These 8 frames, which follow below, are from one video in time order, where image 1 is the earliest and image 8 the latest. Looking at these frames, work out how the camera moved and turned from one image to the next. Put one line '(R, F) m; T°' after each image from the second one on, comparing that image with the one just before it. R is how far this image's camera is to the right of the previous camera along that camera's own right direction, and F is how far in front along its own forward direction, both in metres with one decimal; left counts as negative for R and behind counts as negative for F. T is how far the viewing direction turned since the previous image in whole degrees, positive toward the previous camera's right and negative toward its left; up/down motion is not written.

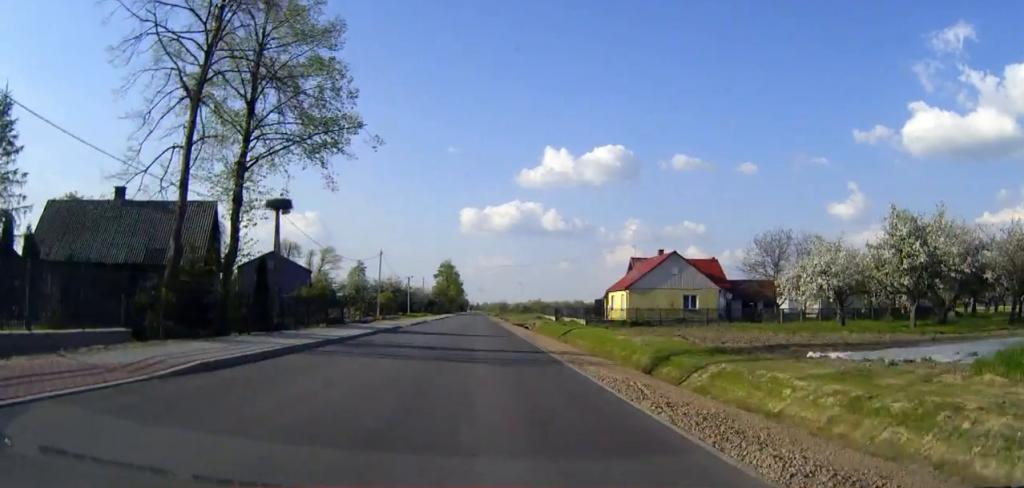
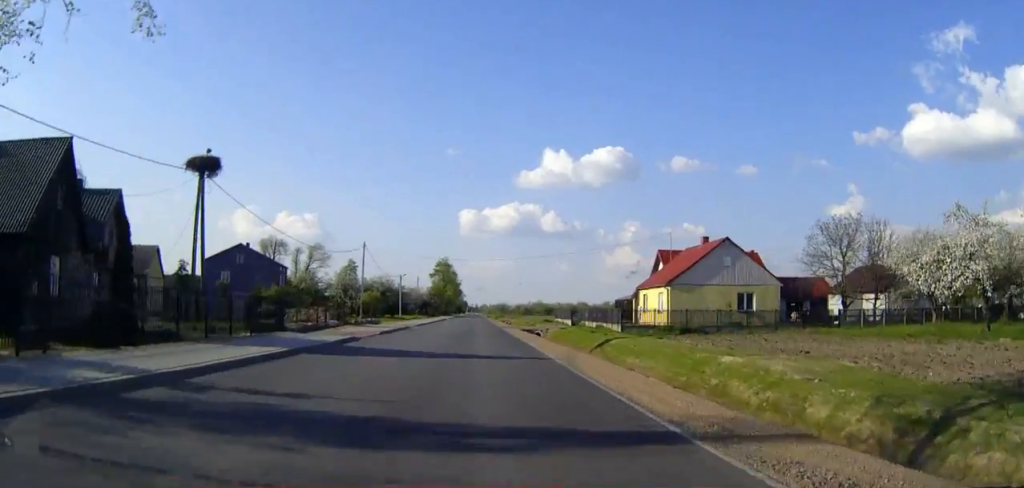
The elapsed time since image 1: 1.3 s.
(0.0, +15.0) m; 0°
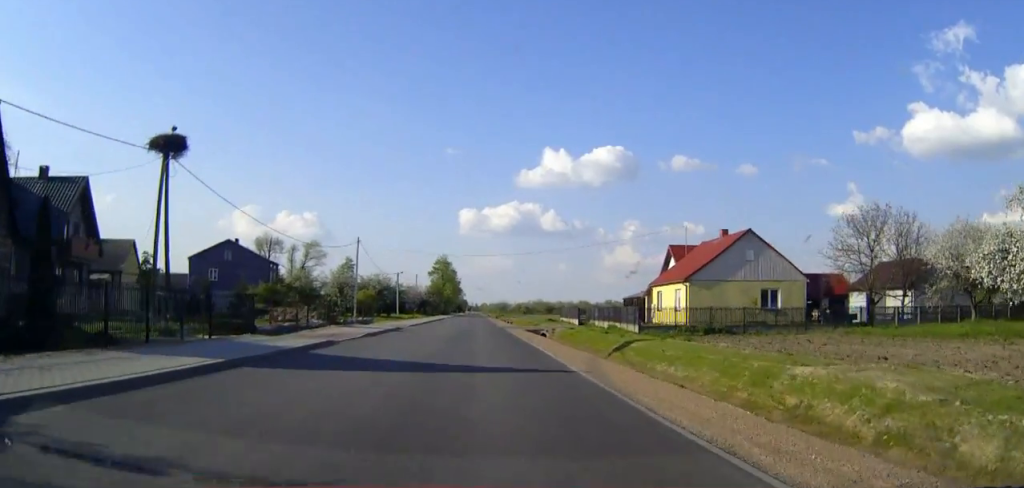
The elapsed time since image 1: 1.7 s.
(0.0, +4.8) m; 0°
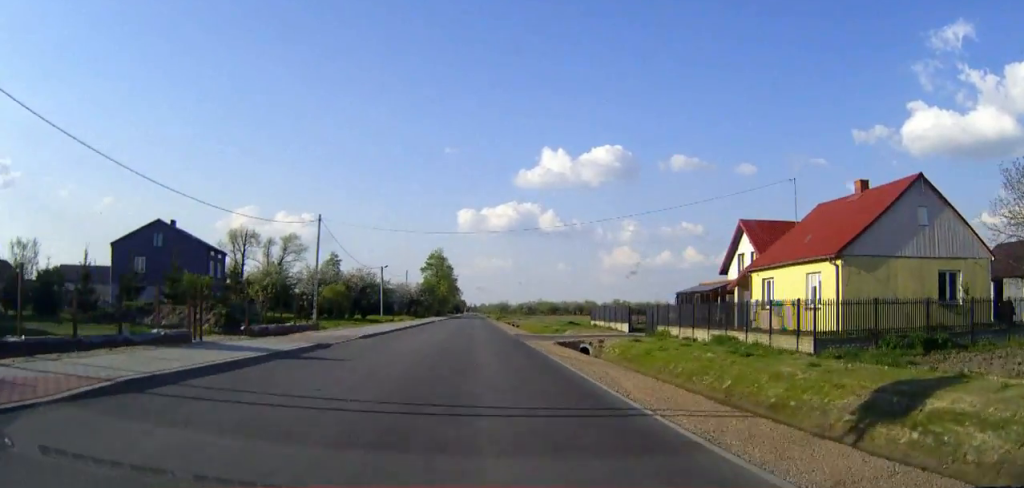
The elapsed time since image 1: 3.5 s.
(+0.1, +21.6) m; 0°
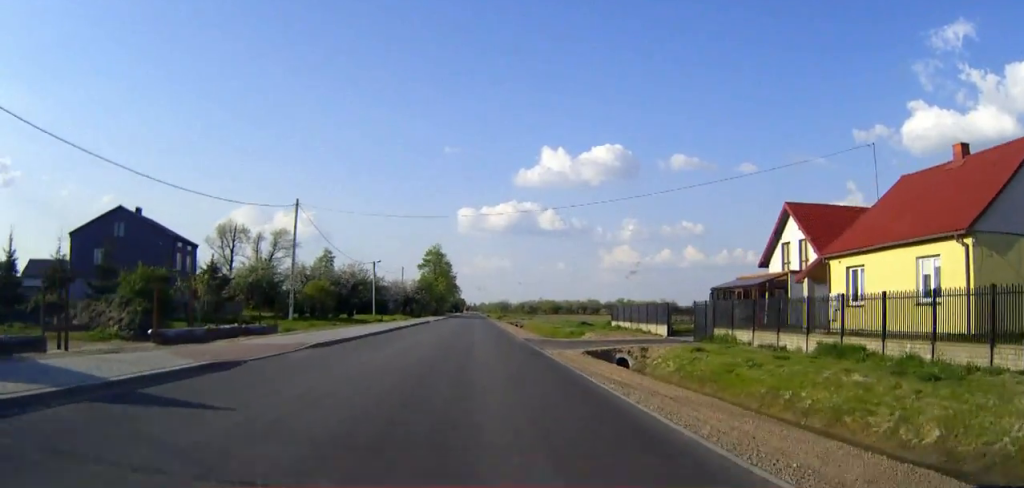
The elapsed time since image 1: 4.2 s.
(0.0, +8.8) m; 0°
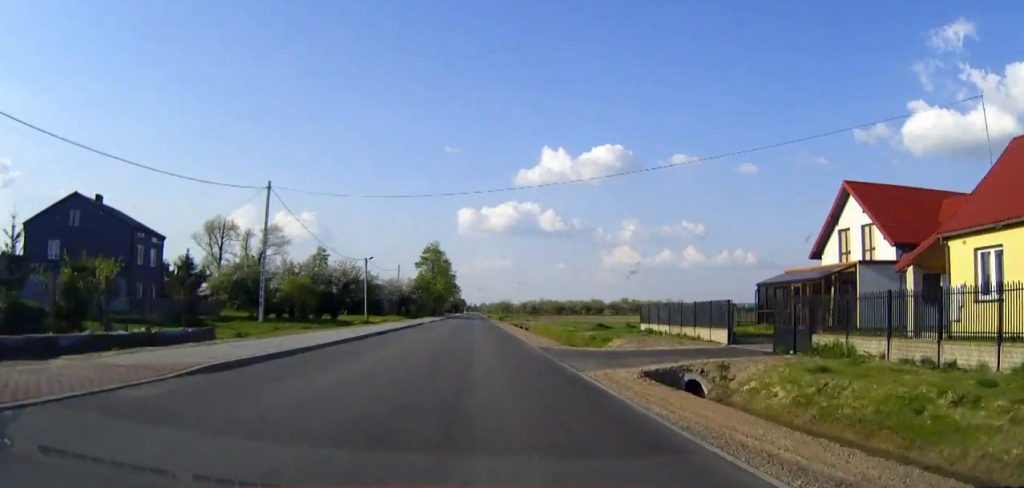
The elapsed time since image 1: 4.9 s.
(0.0, +8.4) m; 0°
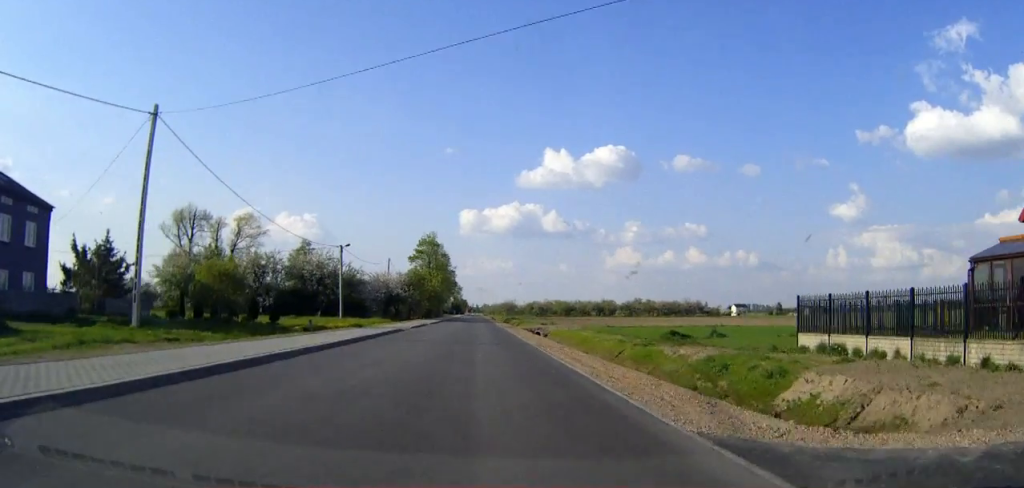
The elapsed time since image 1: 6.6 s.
(0.0, +20.0) m; 0°
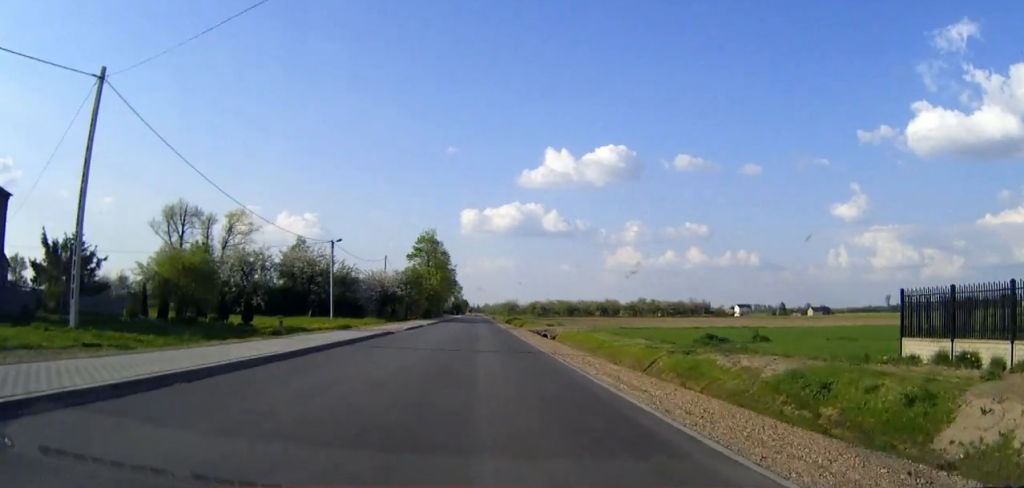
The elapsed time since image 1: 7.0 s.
(0.0, +5.6) m; 0°
